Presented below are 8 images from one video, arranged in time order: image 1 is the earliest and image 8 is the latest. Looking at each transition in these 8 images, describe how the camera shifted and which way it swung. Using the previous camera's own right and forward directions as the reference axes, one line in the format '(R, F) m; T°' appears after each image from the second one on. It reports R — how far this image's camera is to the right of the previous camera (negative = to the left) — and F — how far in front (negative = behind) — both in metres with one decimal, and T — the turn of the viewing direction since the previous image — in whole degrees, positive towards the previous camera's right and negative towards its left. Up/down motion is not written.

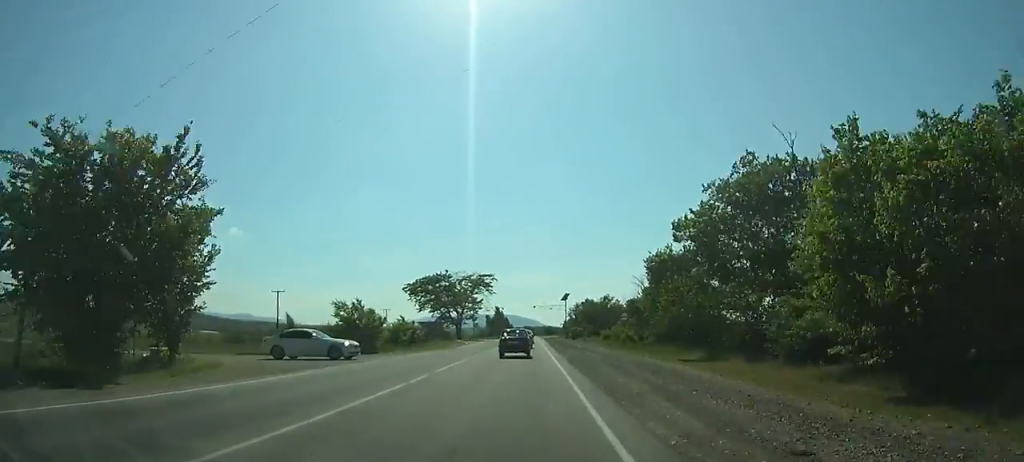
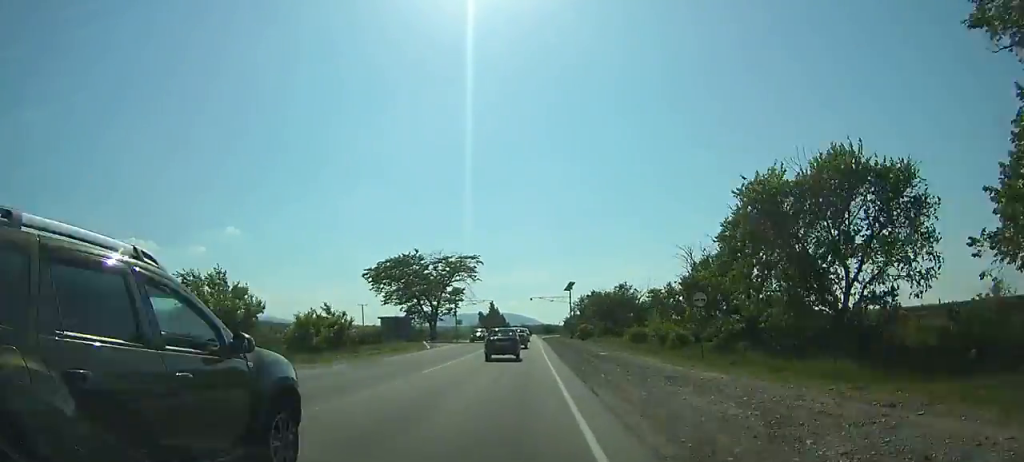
(+0.1, +21.2) m; 0°
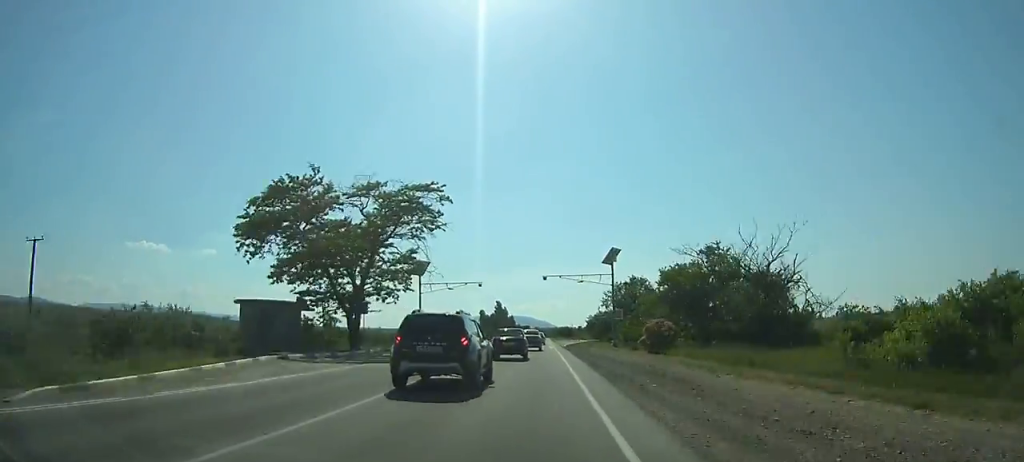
(-0.5, +38.3) m; -1°
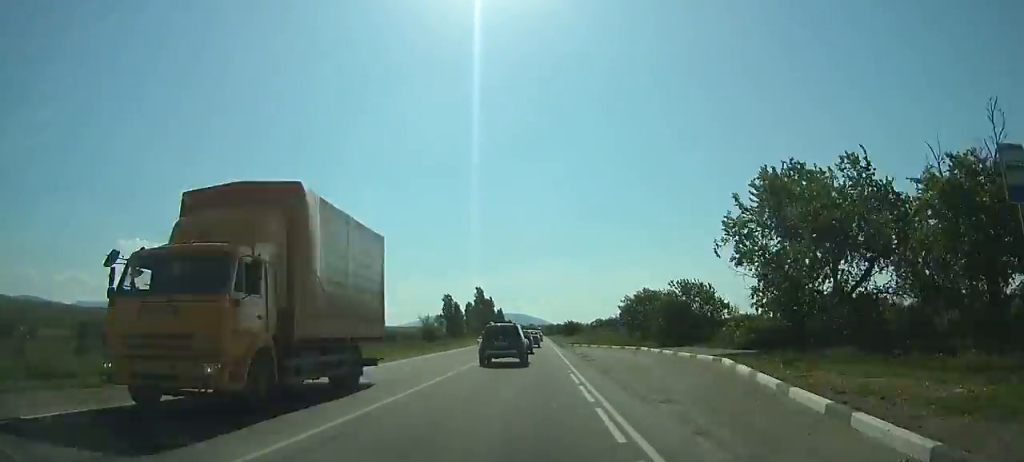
(-0.3, +60.4) m; 0°
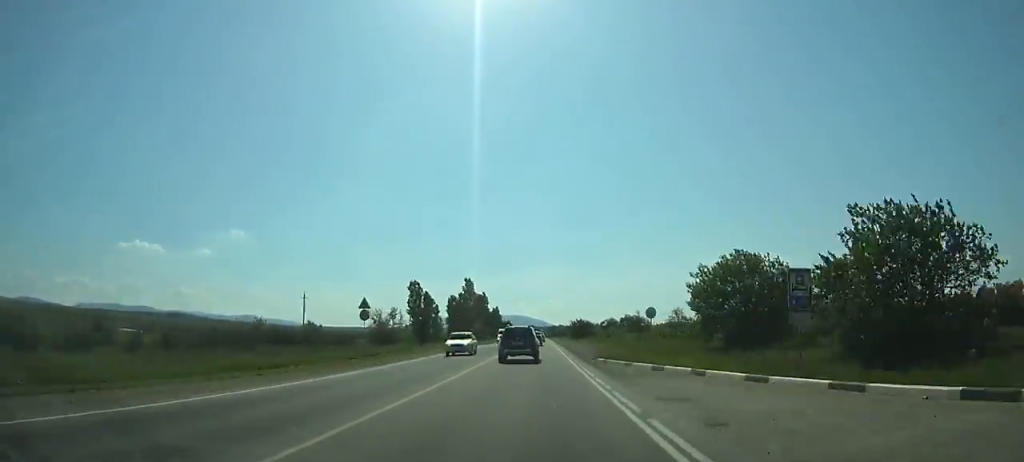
(-0.1, +30.4) m; 0°
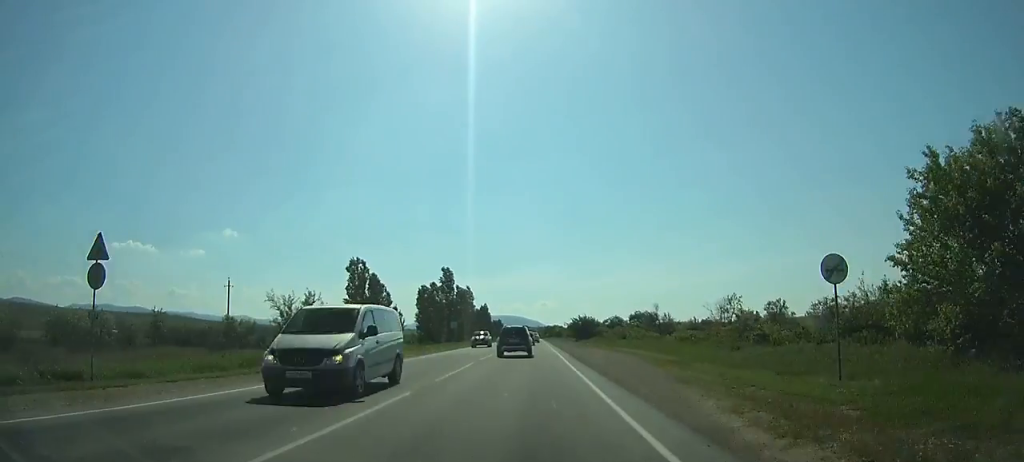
(0.0, +24.0) m; 0°
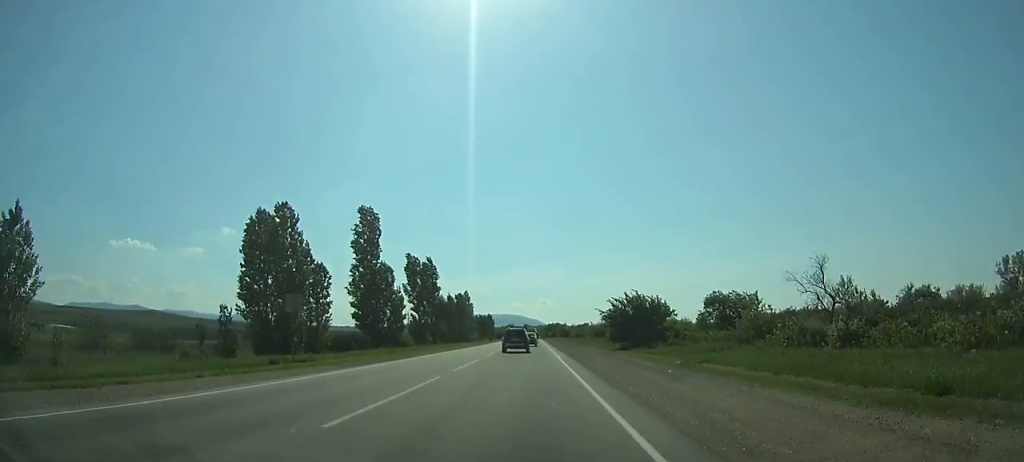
(+0.3, +55.1) m; +1°
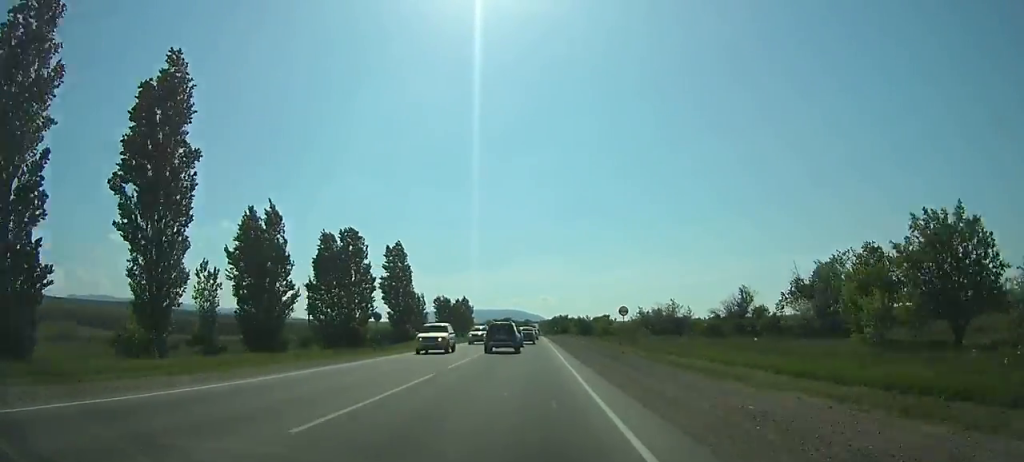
(+0.1, +69.8) m; 0°
